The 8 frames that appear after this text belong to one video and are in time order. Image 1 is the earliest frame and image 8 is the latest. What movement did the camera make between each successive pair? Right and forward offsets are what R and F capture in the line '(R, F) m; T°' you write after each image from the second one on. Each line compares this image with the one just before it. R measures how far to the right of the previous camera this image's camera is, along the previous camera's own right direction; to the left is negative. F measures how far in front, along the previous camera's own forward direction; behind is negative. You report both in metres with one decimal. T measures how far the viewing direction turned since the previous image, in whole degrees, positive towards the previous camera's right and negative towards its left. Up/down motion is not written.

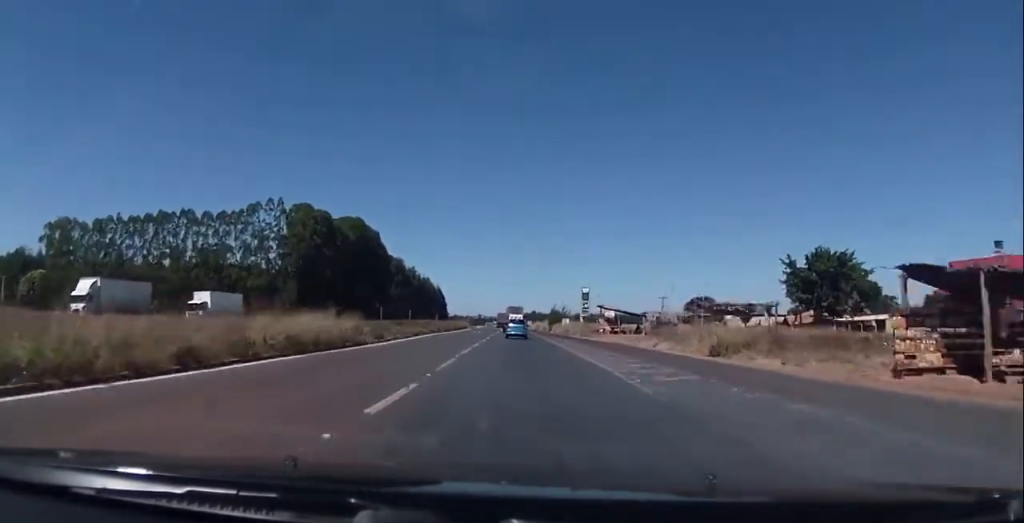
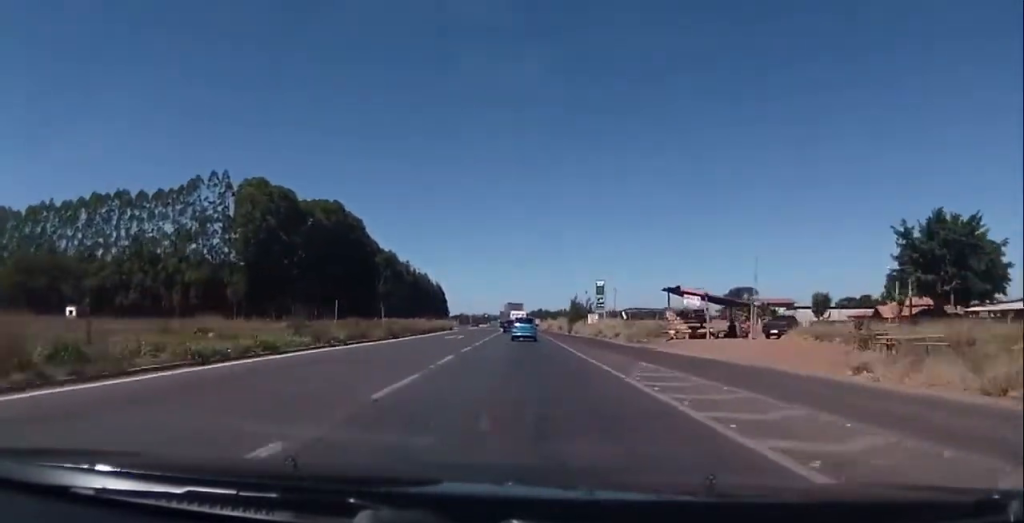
(+0.1, +37.6) m; 0°
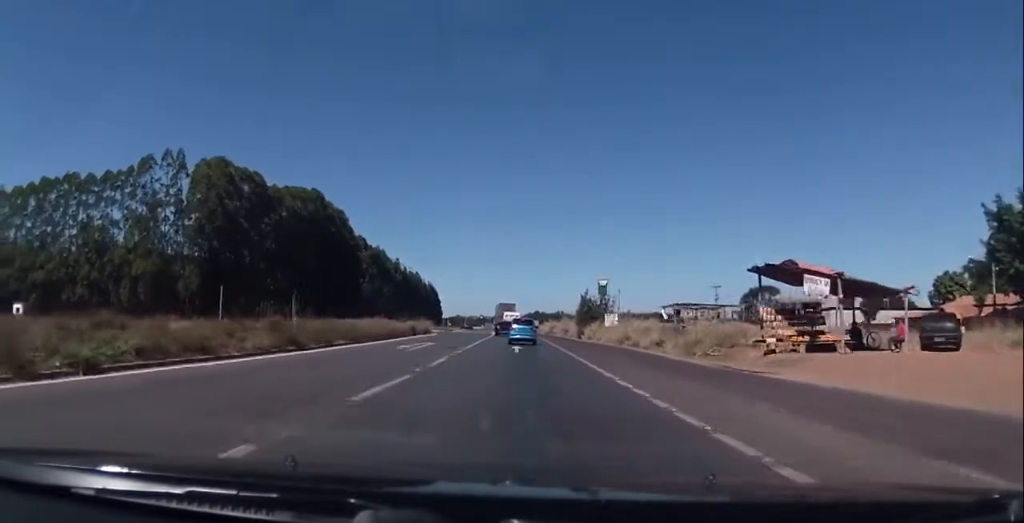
(-0.2, +18.8) m; 0°
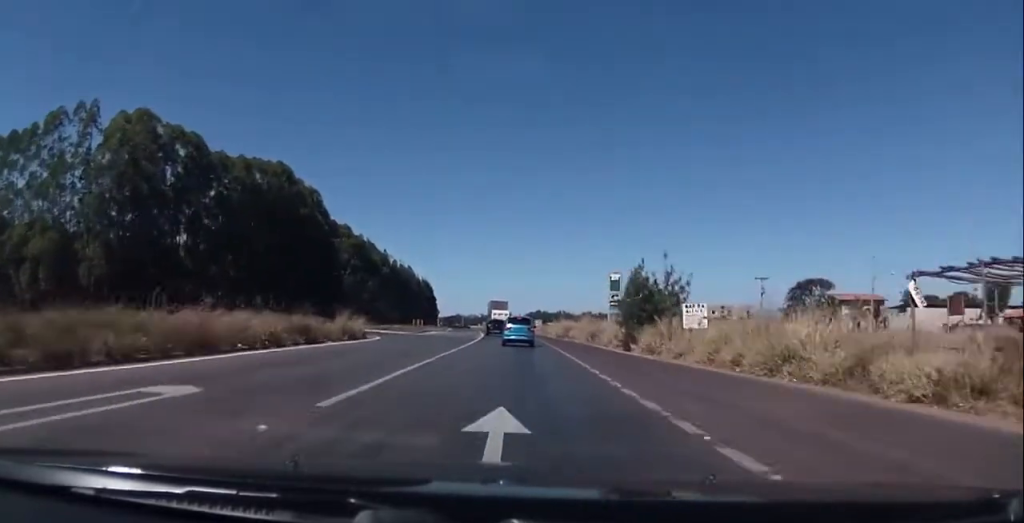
(+0.3, +27.5) m; 0°
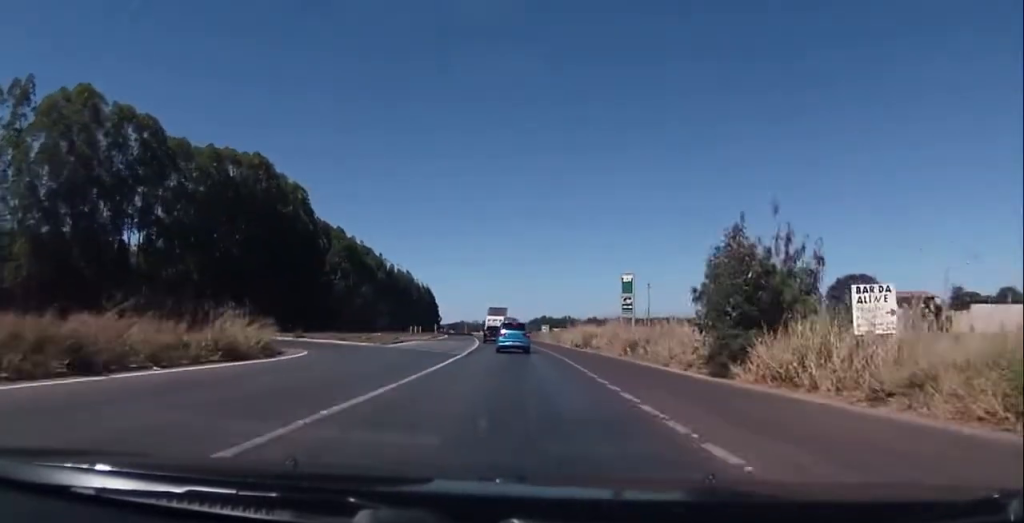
(-0.2, +15.3) m; -1°
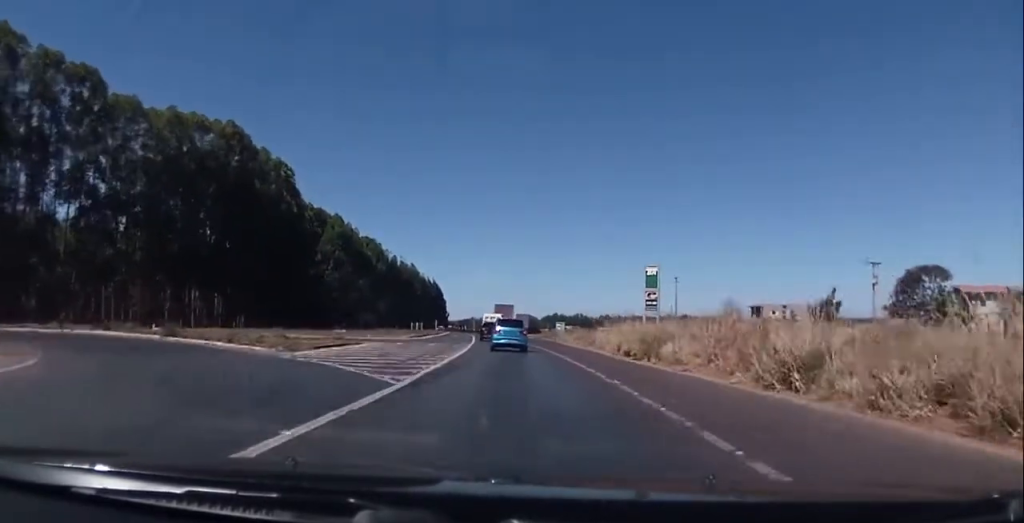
(-0.2, +19.4) m; -1°
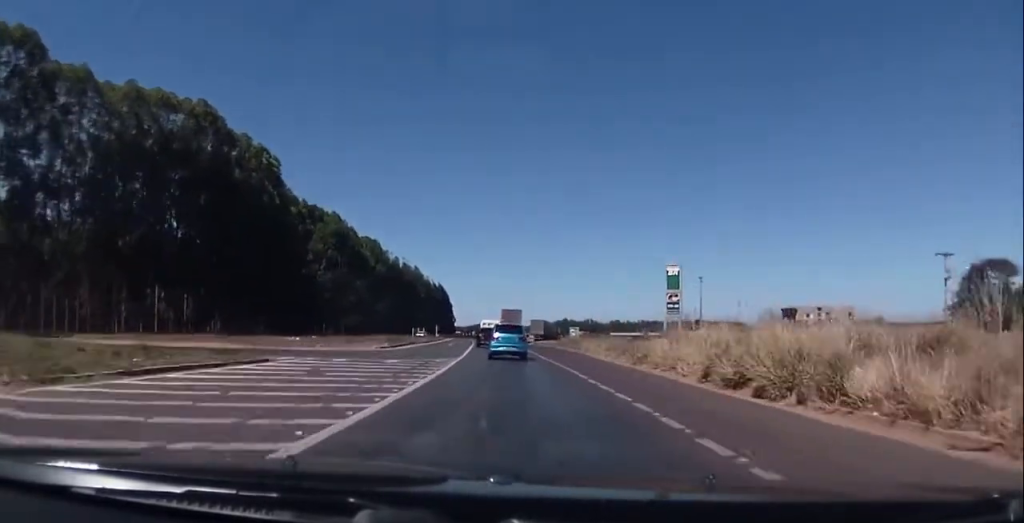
(0.0, +14.6) m; 0°
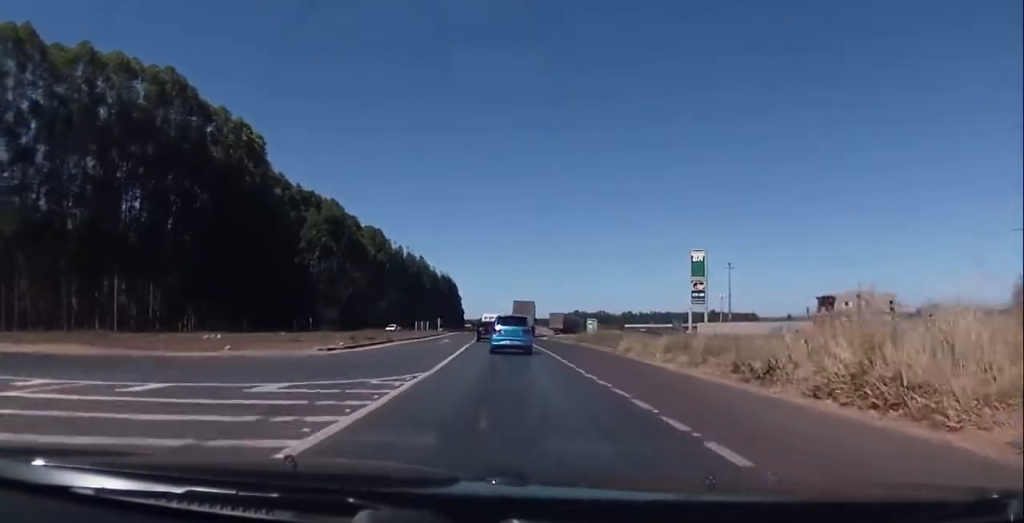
(0.0, +12.5) m; 0°
